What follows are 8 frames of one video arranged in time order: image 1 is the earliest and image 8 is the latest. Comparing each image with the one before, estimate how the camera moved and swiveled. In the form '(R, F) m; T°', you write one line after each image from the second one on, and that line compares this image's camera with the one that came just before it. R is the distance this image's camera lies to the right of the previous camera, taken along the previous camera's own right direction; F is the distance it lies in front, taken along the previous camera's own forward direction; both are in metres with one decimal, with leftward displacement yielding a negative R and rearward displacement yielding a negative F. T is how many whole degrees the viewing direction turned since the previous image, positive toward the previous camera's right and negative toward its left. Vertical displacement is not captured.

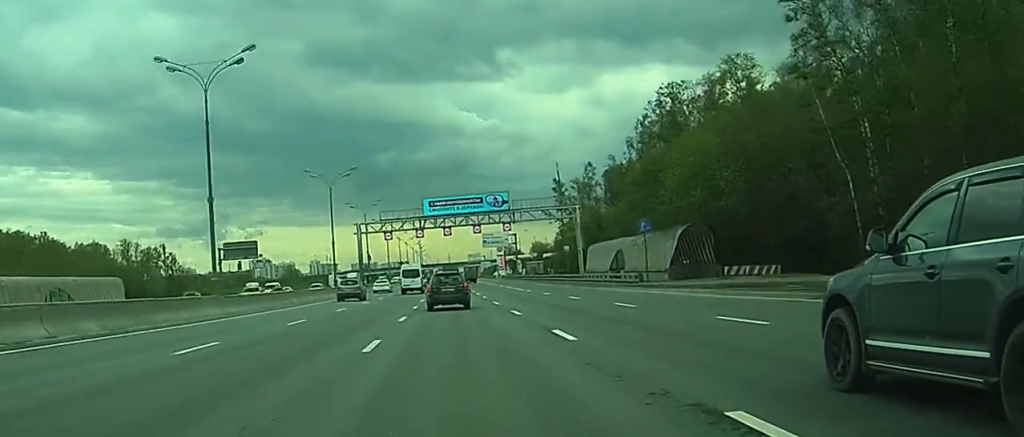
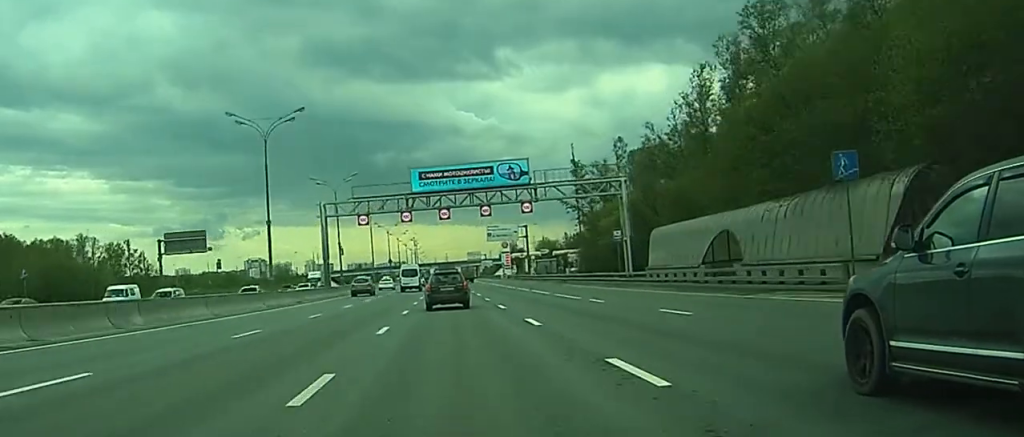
(0.0, +30.2) m; 0°
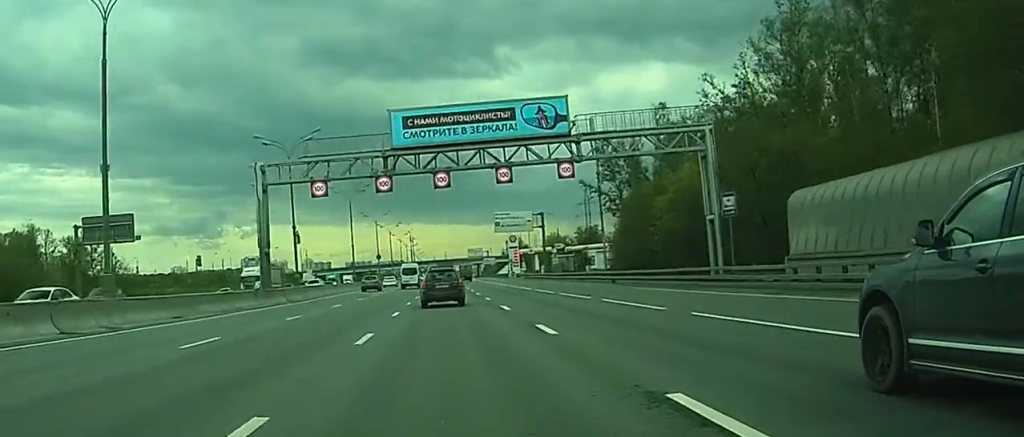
(+0.1, +27.5) m; 0°
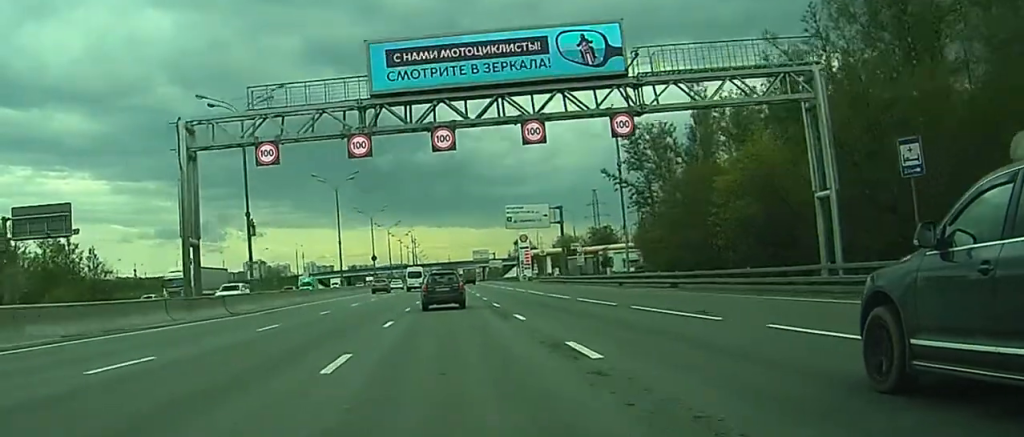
(0.0, +16.9) m; 0°
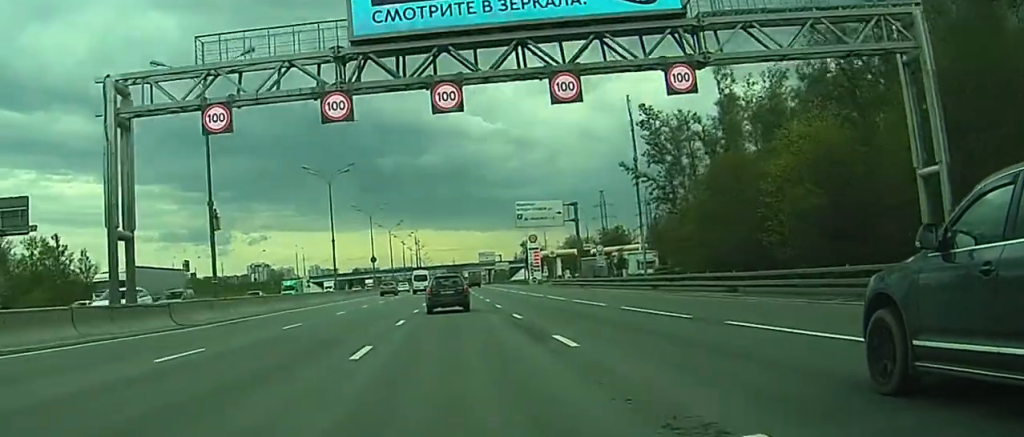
(0.0, +9.2) m; 0°
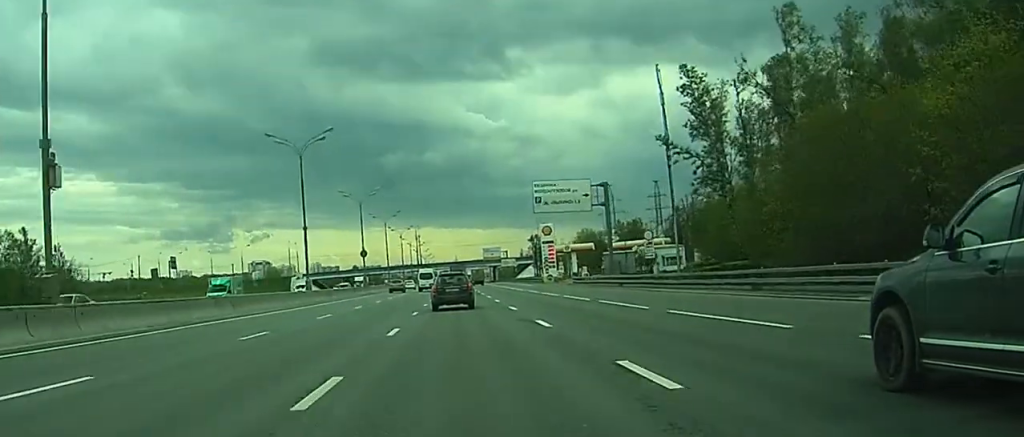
(0.0, +18.3) m; 0°
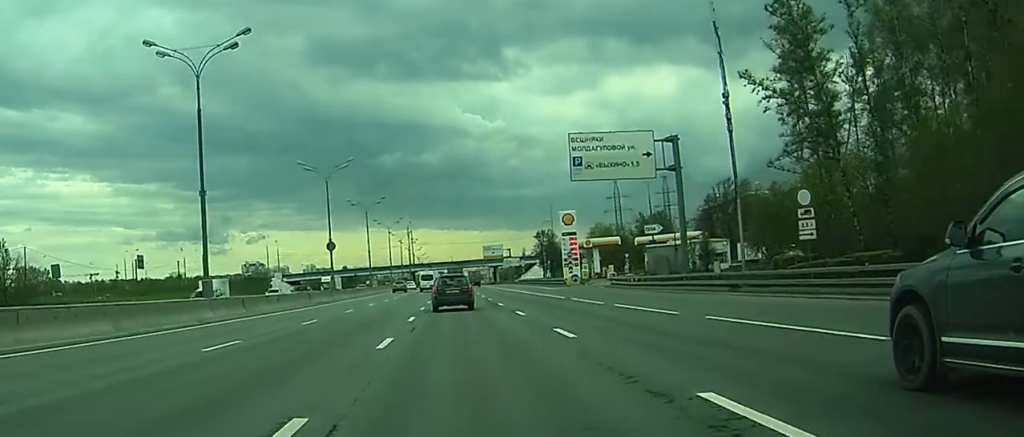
(+0.1, +27.5) m; 0°
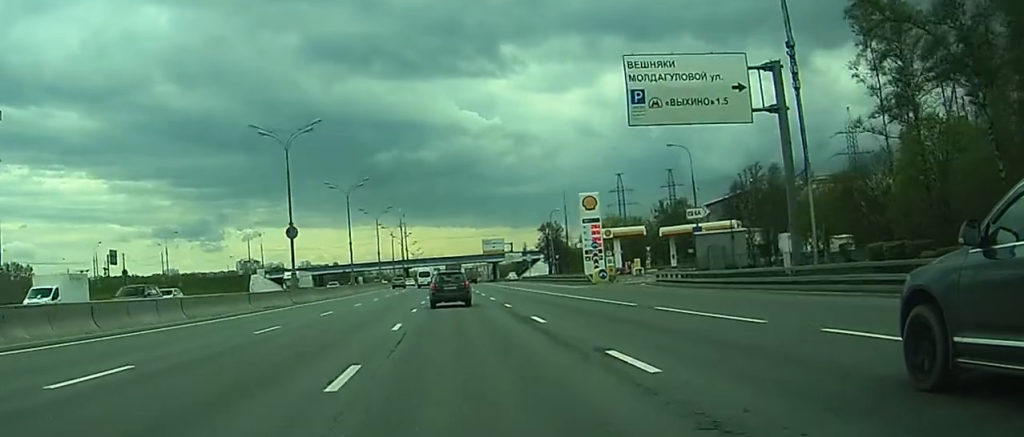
(0.0, +19.0) m; 0°
